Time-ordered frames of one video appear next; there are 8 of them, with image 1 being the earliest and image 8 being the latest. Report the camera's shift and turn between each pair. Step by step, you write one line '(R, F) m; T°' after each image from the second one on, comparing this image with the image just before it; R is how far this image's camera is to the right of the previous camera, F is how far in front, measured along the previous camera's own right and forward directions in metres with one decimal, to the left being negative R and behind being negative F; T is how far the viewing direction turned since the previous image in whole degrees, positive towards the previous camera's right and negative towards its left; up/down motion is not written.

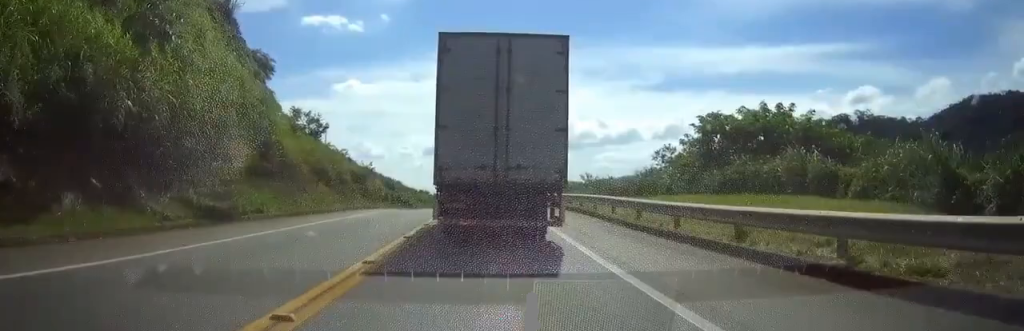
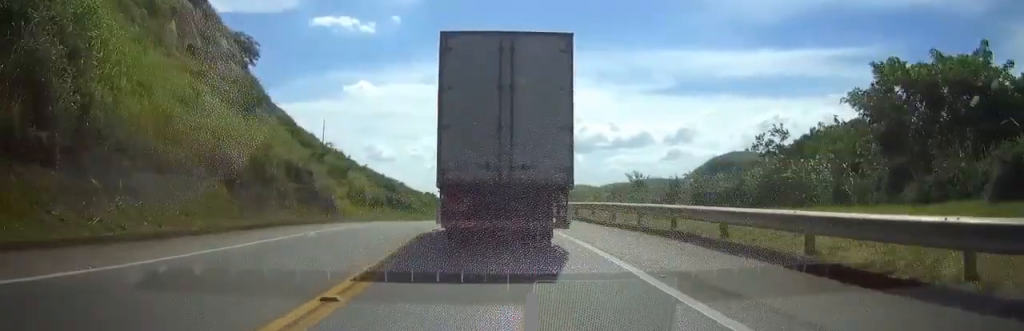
(-0.2, +18.4) m; -1°
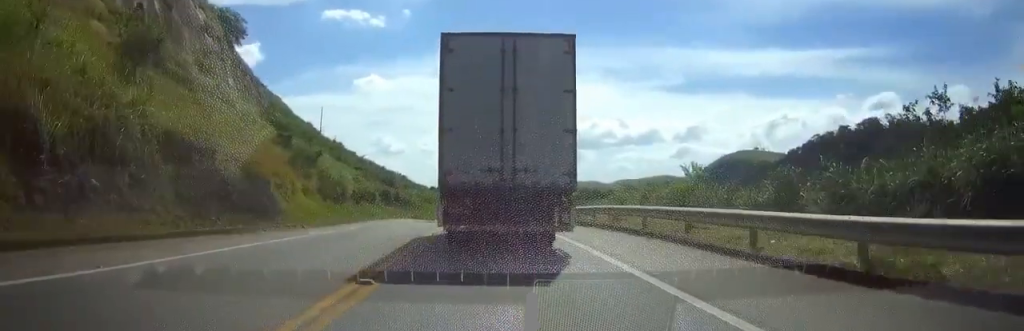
(-0.2, +13.0) m; -1°
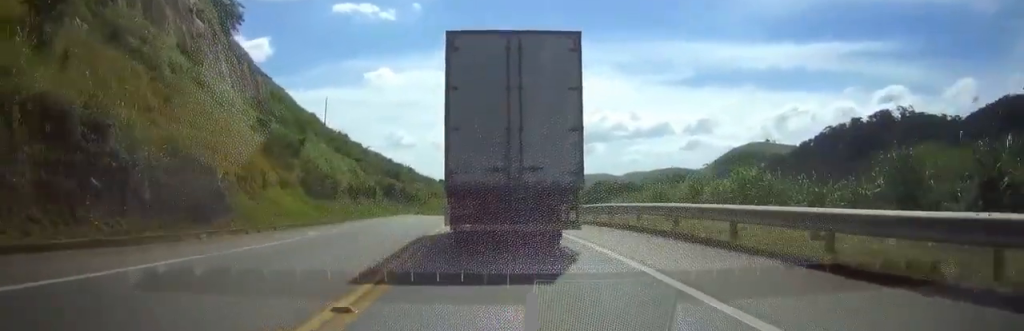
(0.0, +6.7) m; 0°
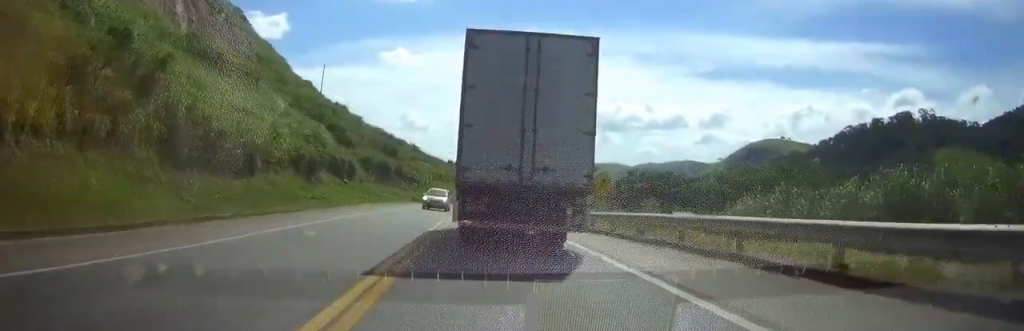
(0.0, +20.0) m; 0°
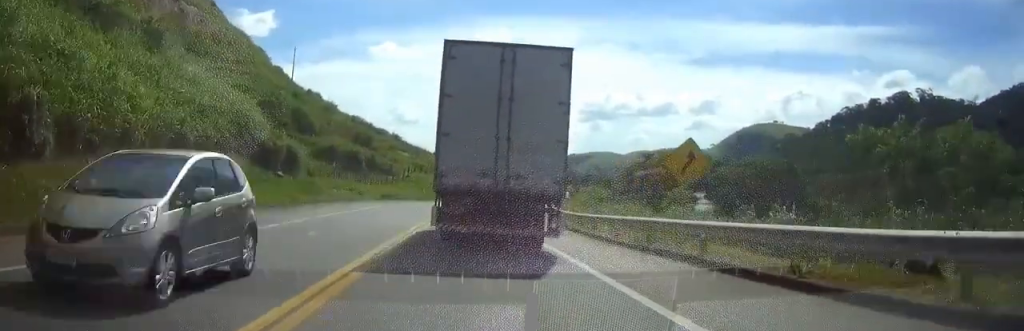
(0.0, +15.6) m; 0°
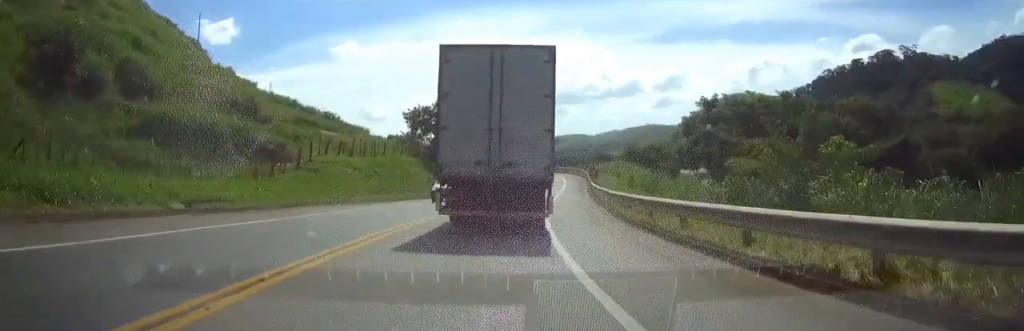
(+0.6, +35.1) m; +4°
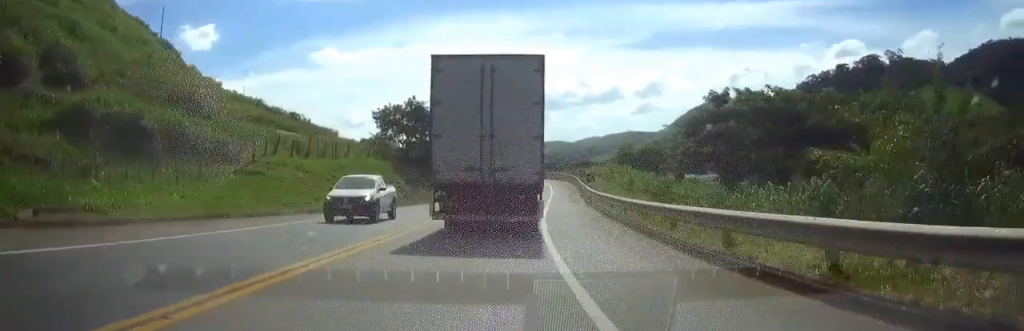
(+0.1, +7.5) m; +2°
